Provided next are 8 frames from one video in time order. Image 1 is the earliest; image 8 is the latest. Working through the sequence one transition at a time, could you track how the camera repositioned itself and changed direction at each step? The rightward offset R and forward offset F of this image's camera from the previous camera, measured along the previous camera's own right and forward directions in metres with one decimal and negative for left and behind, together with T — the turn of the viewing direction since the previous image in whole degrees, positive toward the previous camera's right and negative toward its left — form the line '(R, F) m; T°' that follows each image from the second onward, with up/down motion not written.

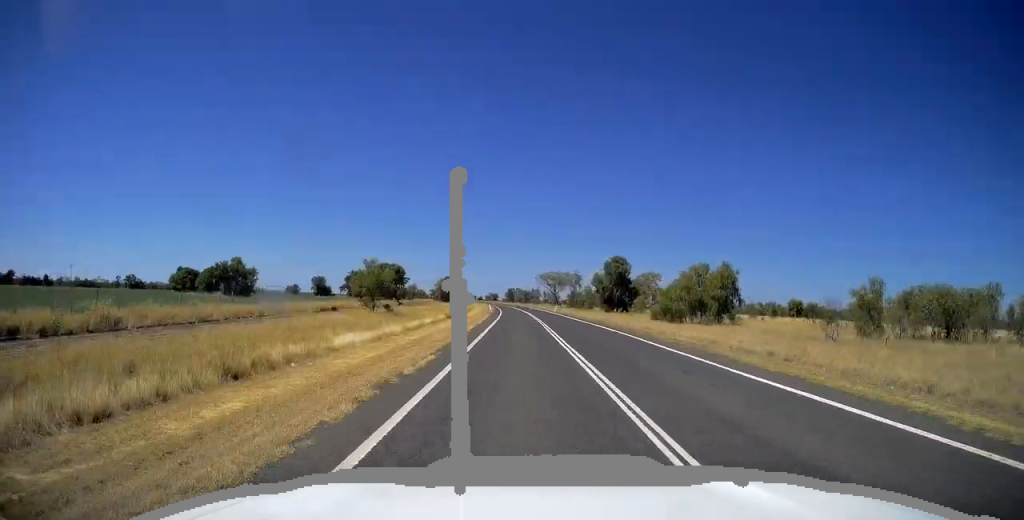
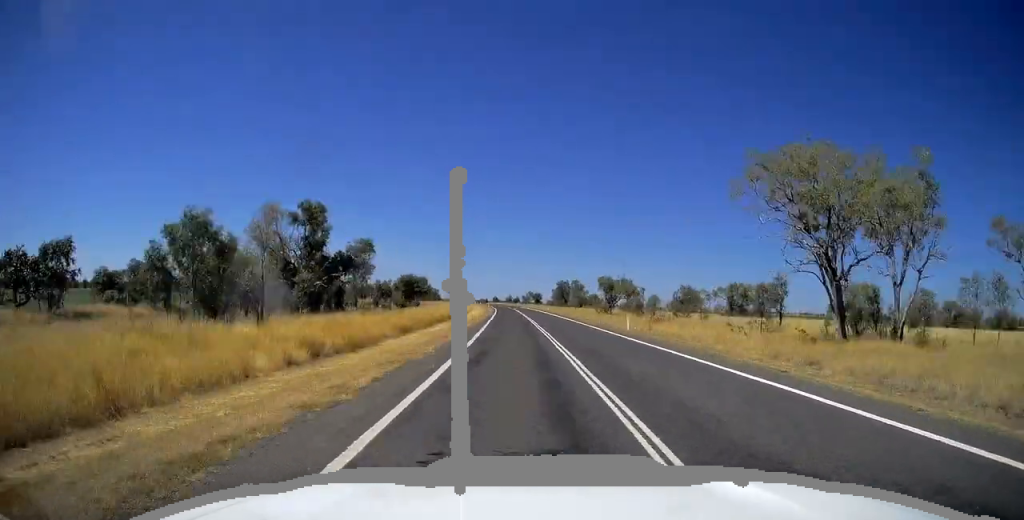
(-6.6, +153.5) m; -4°
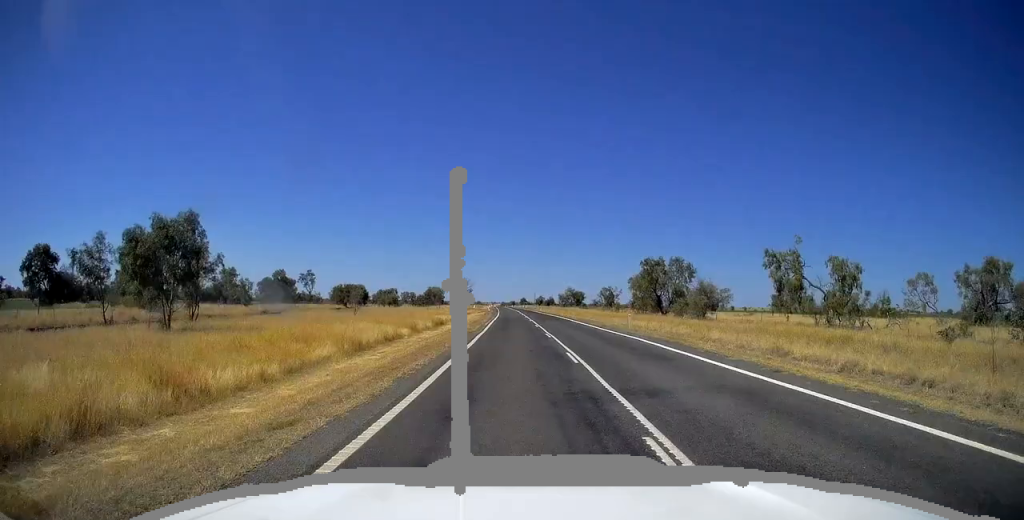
(-2.3, +99.3) m; -2°
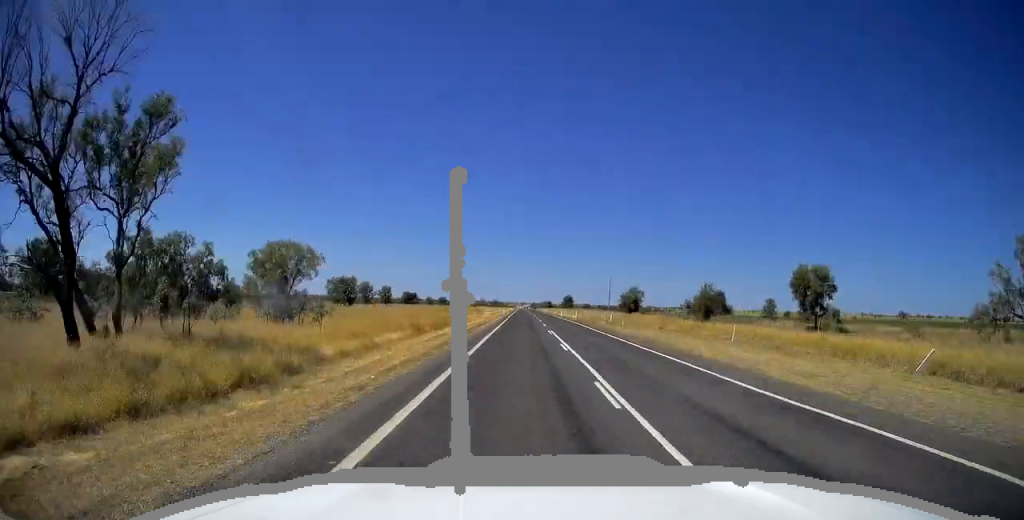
(-7.1, +198.8) m; -2°
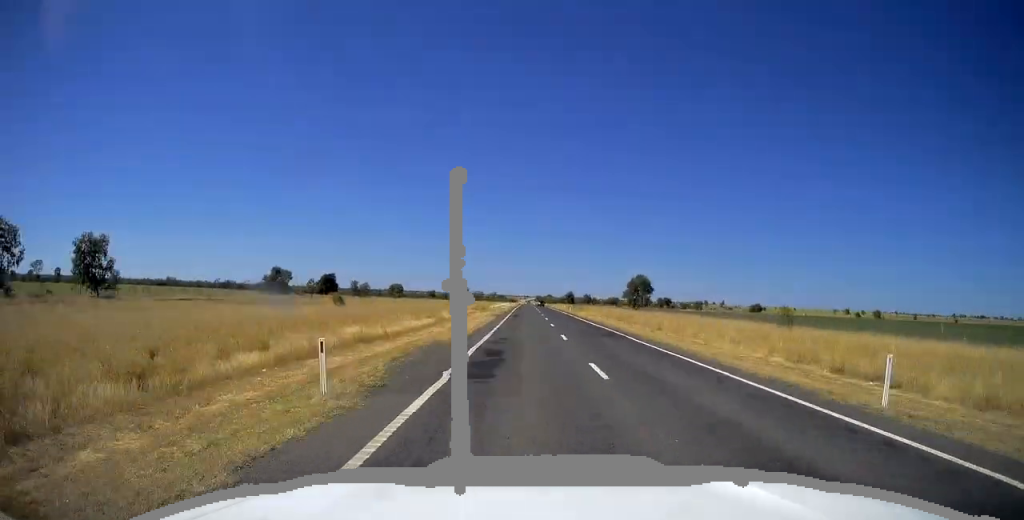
(-0.5, +181.0) m; 0°
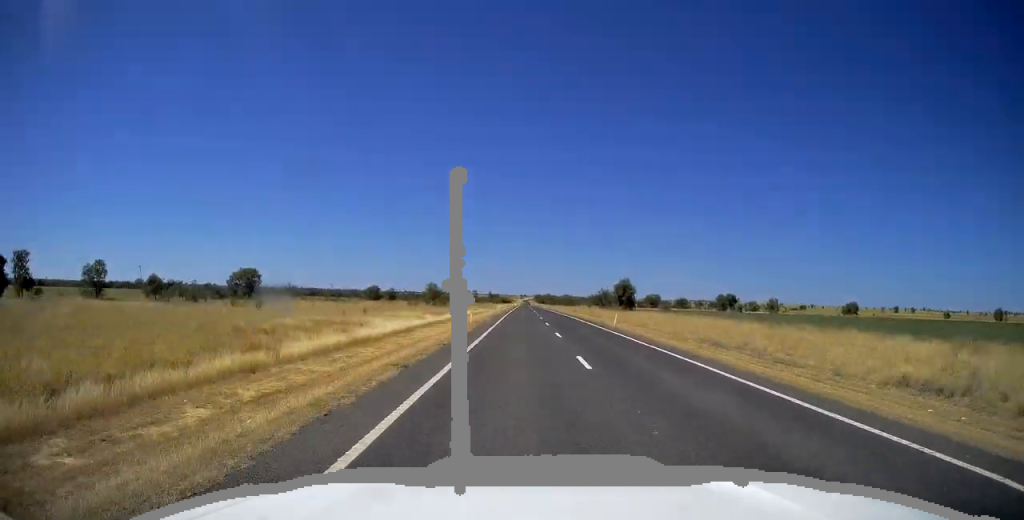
(+0.1, +162.9) m; 0°
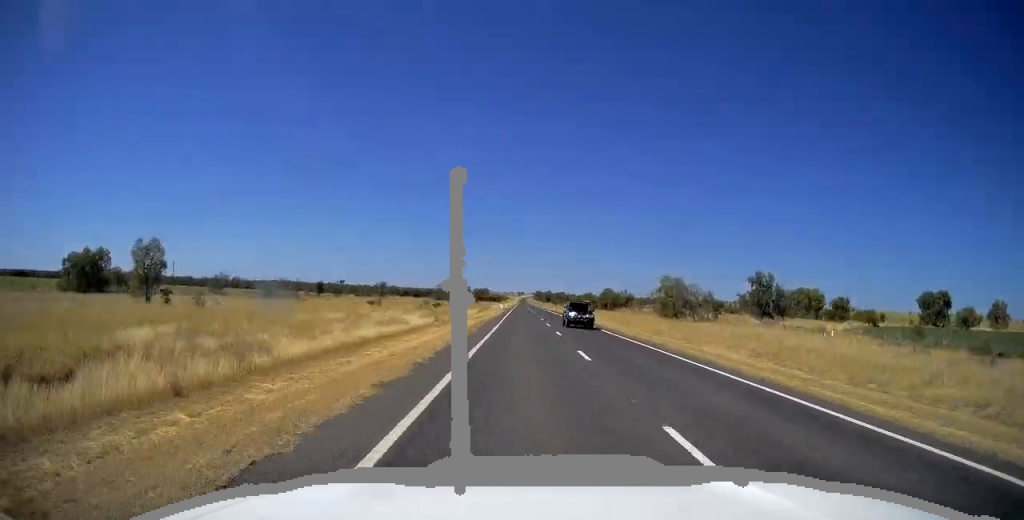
(+0.2, +180.9) m; 0°
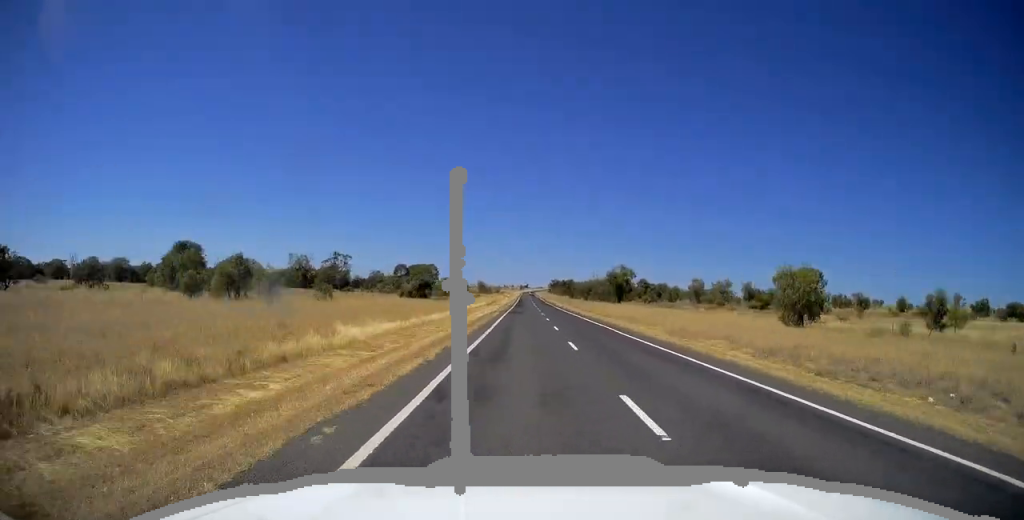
(-0.4, +352.4) m; 0°
